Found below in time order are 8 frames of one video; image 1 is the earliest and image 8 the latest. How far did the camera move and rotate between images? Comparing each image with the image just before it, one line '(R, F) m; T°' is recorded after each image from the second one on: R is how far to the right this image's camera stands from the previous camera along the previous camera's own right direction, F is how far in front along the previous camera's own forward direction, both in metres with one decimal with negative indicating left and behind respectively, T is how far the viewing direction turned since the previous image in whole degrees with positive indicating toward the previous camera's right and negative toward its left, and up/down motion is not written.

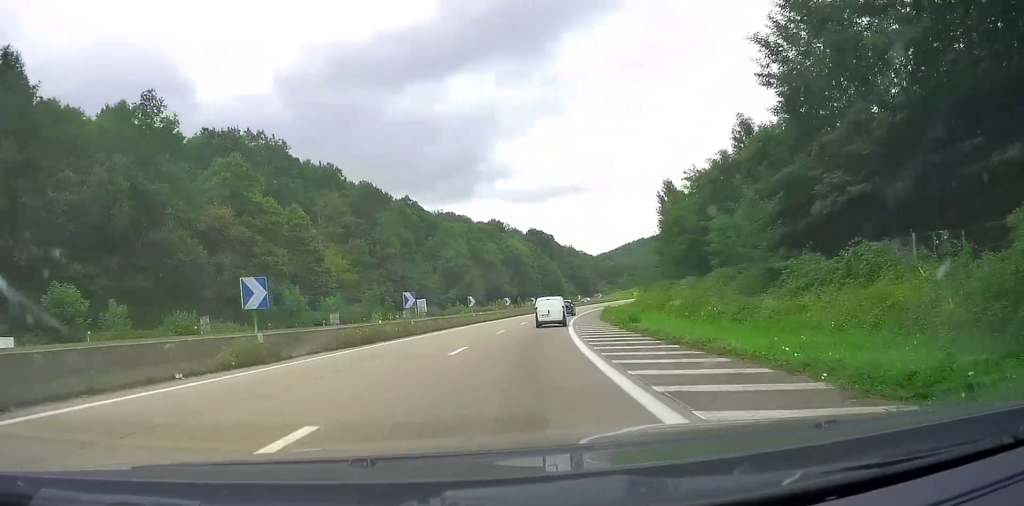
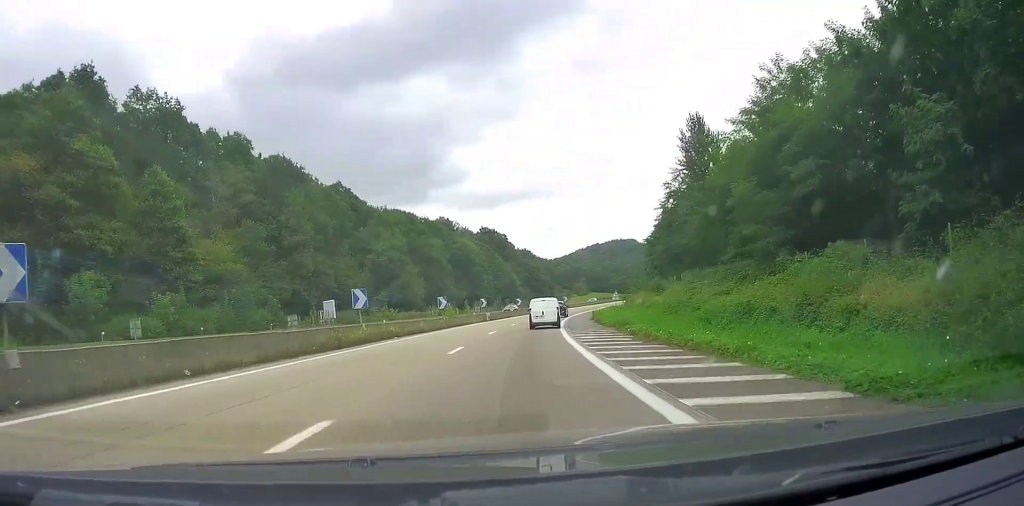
(+0.6, +25.3) m; +4°
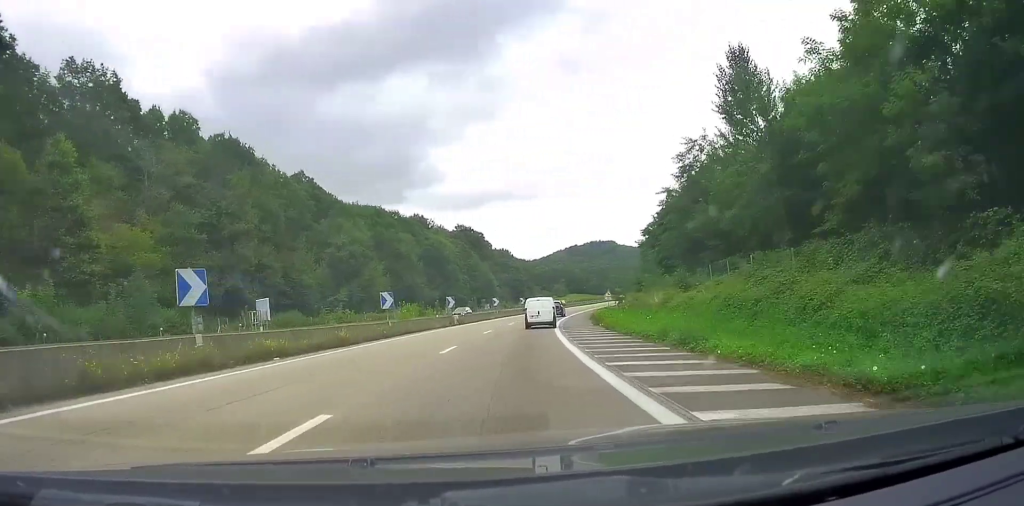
(-0.2, +12.7) m; +2°
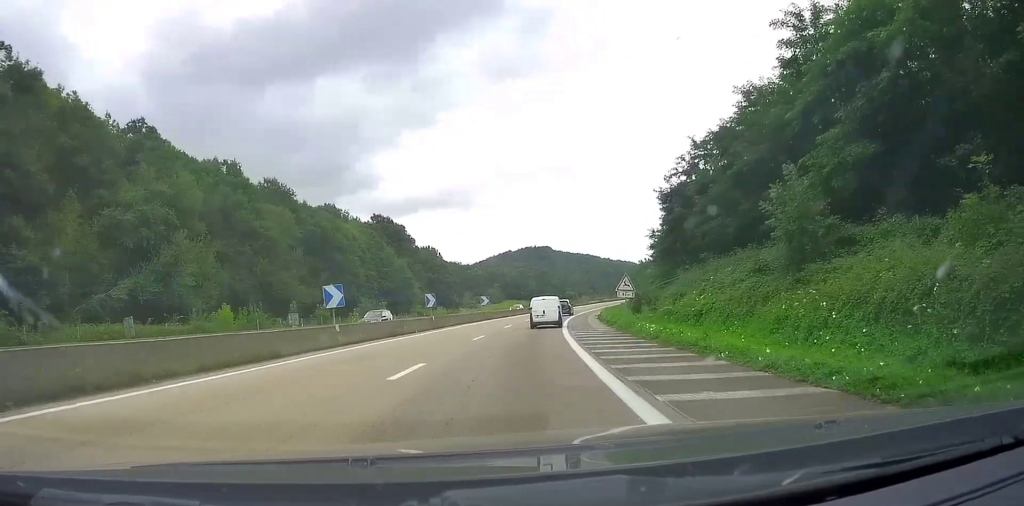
(+4.3, +45.3) m; +11°
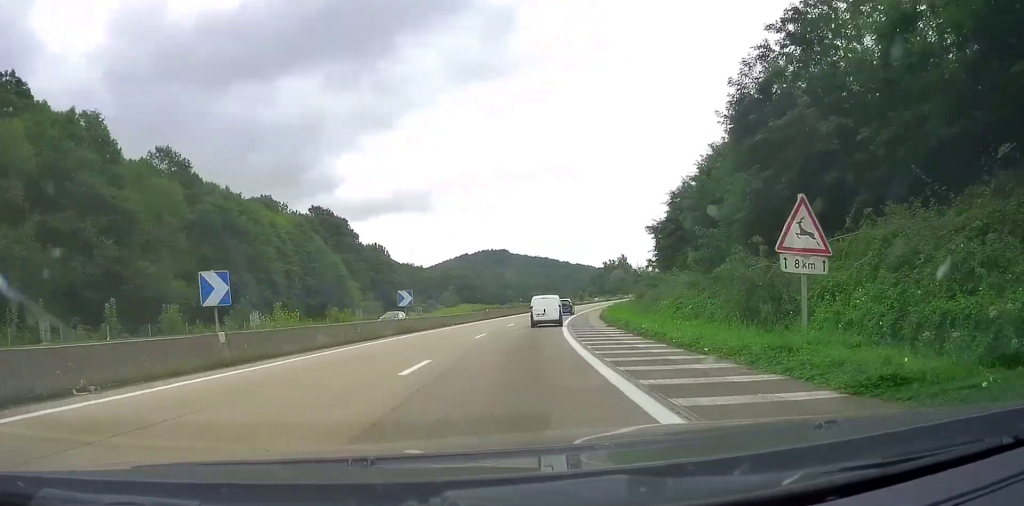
(+1.9, +25.5) m; +5°
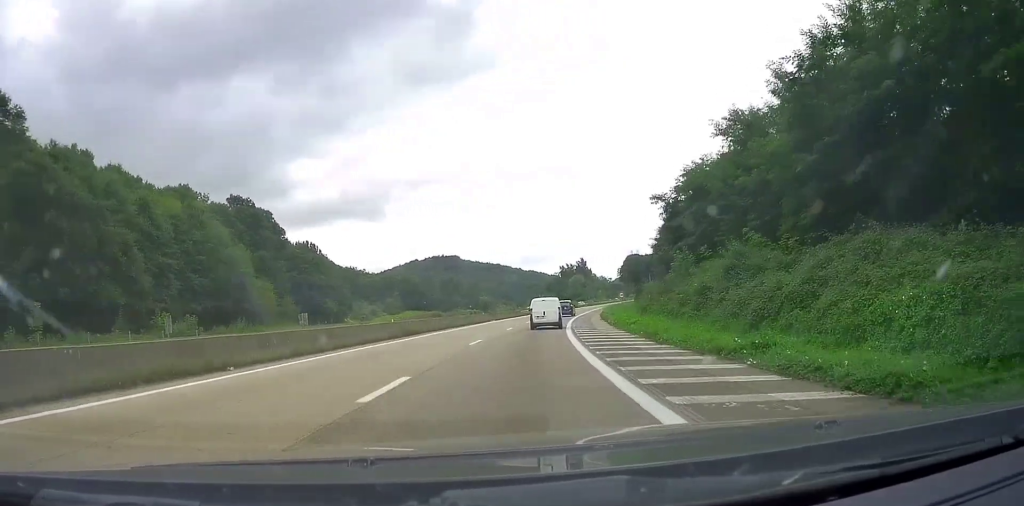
(+0.4, +29.5) m; +2°
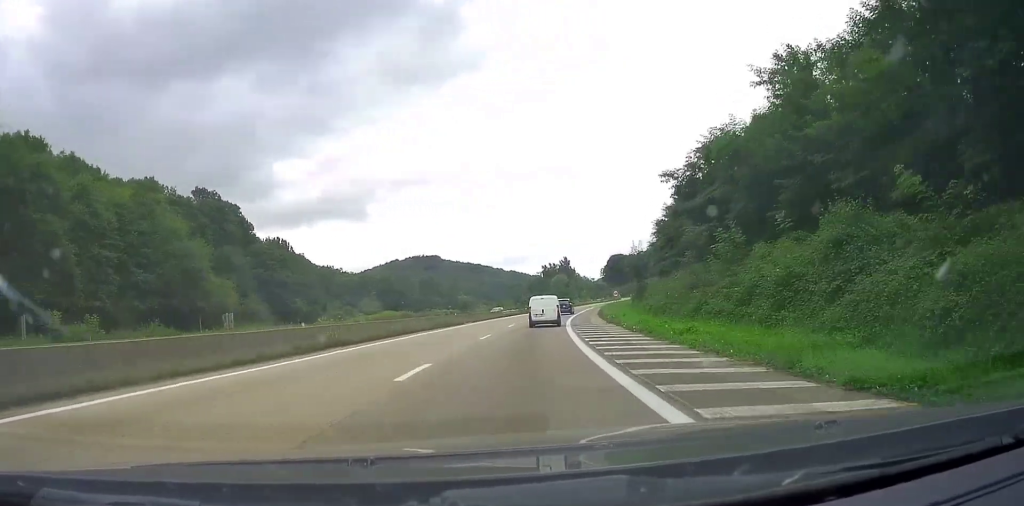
(+0.2, +11.1) m; +2°
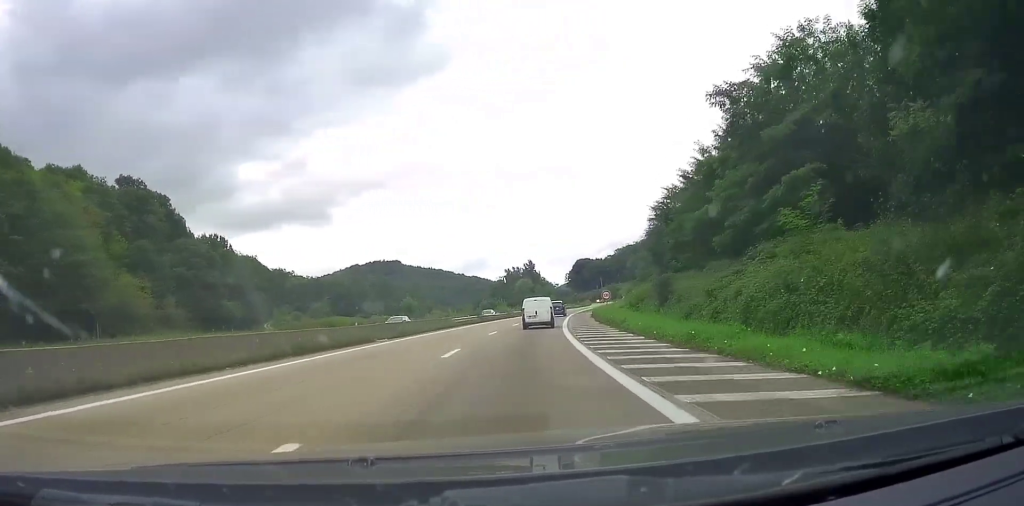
(+0.3, +21.3) m; +3°
